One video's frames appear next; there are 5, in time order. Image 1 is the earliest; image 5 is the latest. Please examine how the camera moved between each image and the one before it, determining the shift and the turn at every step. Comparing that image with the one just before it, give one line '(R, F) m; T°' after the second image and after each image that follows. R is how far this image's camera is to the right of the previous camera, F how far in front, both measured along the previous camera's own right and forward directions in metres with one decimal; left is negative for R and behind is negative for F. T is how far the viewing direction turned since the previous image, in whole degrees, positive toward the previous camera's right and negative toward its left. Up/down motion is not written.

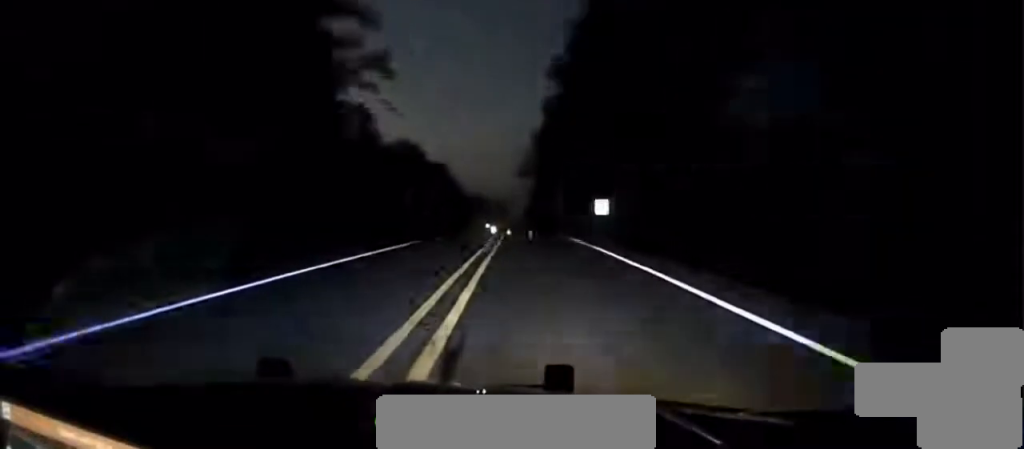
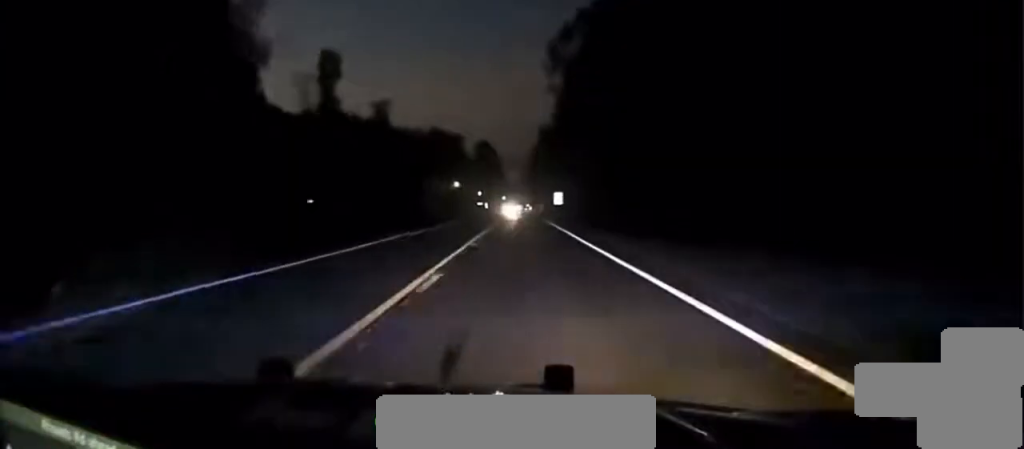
(-0.1, +260.3) m; 0°
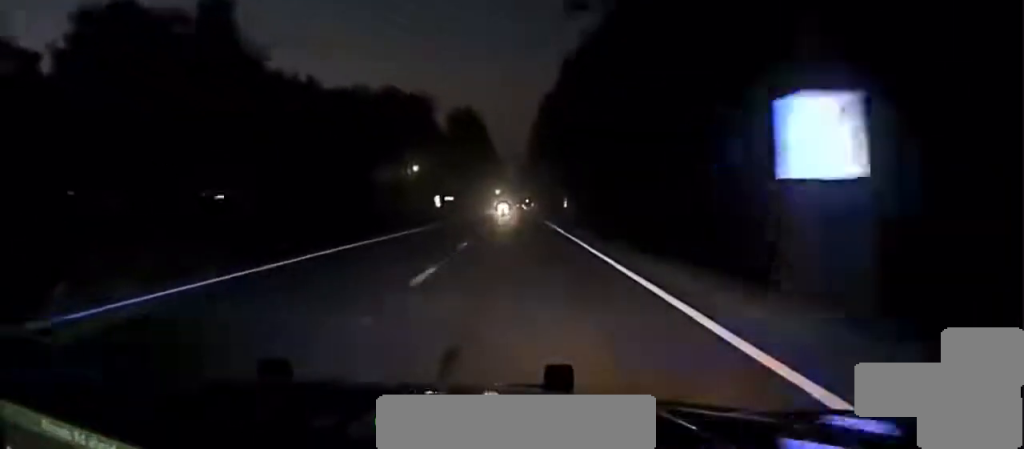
(+0.3, +105.4) m; 0°
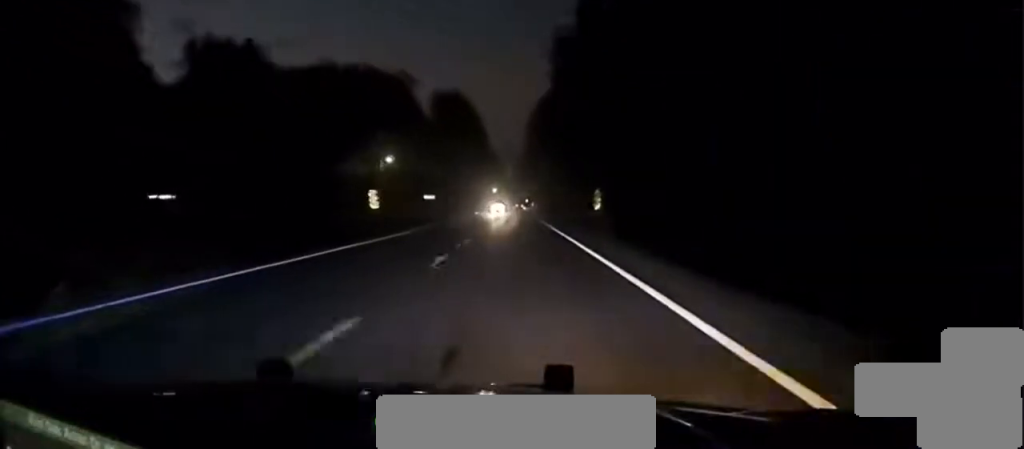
(0.0, +30.3) m; 0°
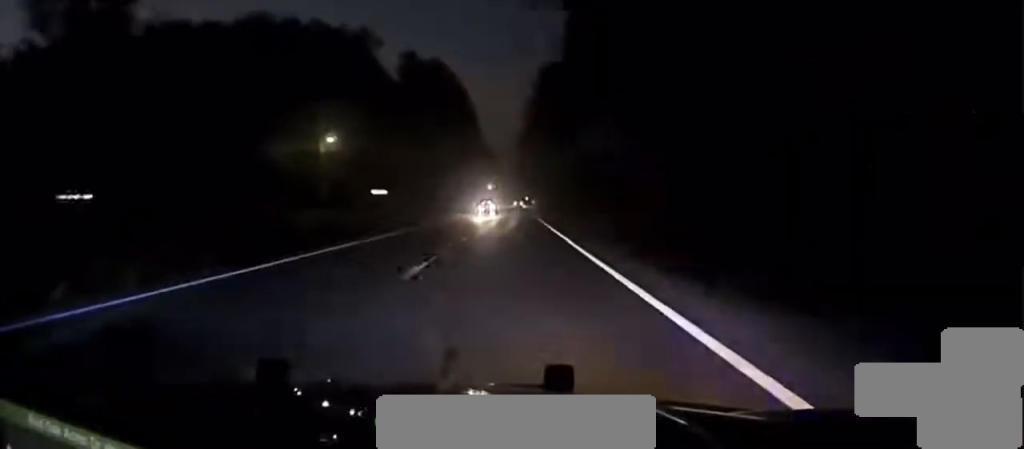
(0.0, +37.0) m; 0°
